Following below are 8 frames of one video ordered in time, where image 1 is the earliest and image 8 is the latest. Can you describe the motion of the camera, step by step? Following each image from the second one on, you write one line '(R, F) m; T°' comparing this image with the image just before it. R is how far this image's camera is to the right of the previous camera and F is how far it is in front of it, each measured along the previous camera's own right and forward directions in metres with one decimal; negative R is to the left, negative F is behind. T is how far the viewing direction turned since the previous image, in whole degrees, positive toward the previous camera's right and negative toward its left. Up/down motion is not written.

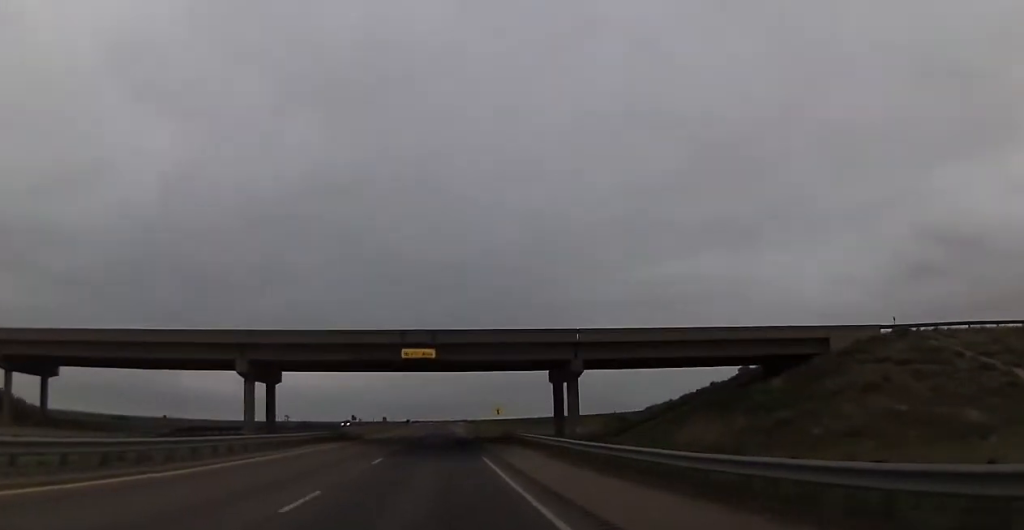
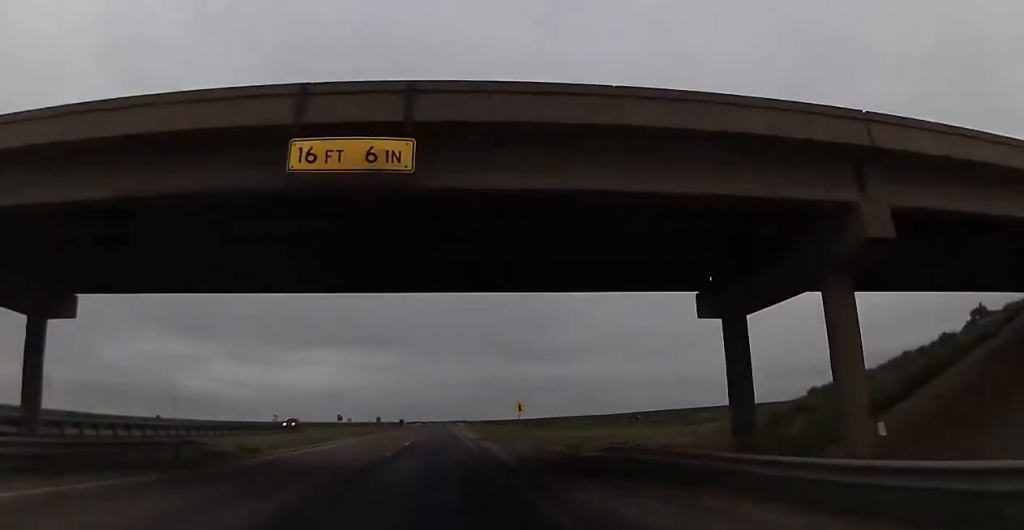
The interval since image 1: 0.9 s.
(+0.2, +31.8) m; 0°
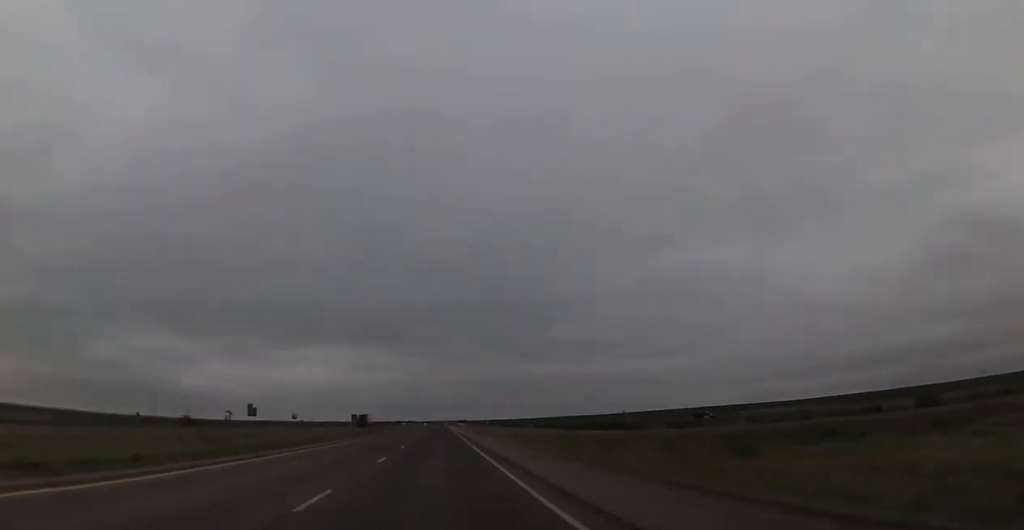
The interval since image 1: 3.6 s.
(+0.1, +101.2) m; 0°
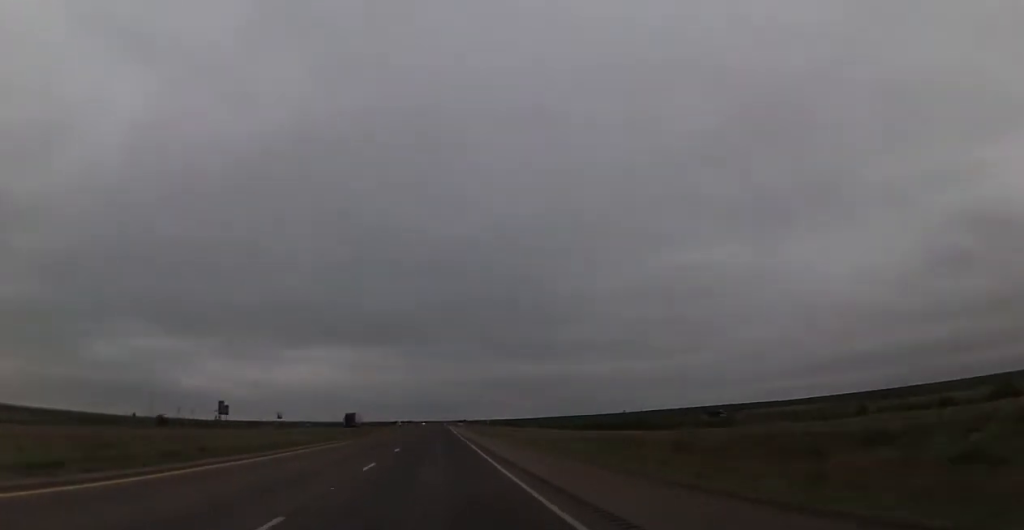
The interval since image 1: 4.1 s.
(-0.2, +15.8) m; 0°
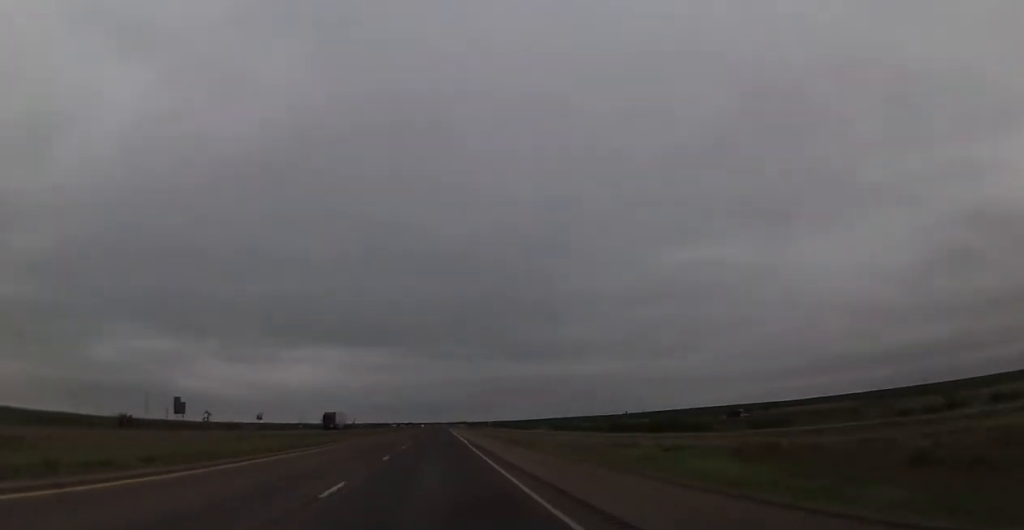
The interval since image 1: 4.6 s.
(-0.1, +18.3) m; 0°
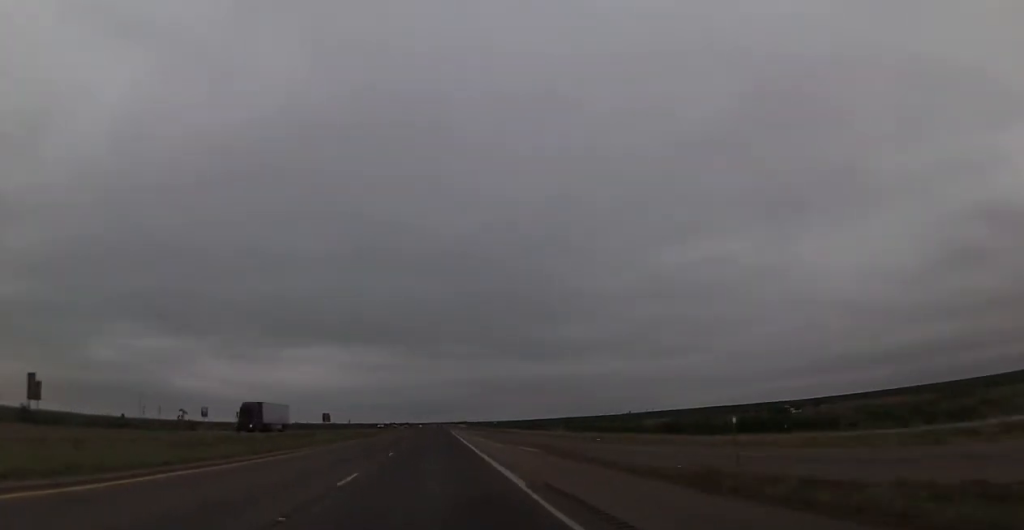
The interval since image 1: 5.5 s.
(+0.1, +34.0) m; +1°
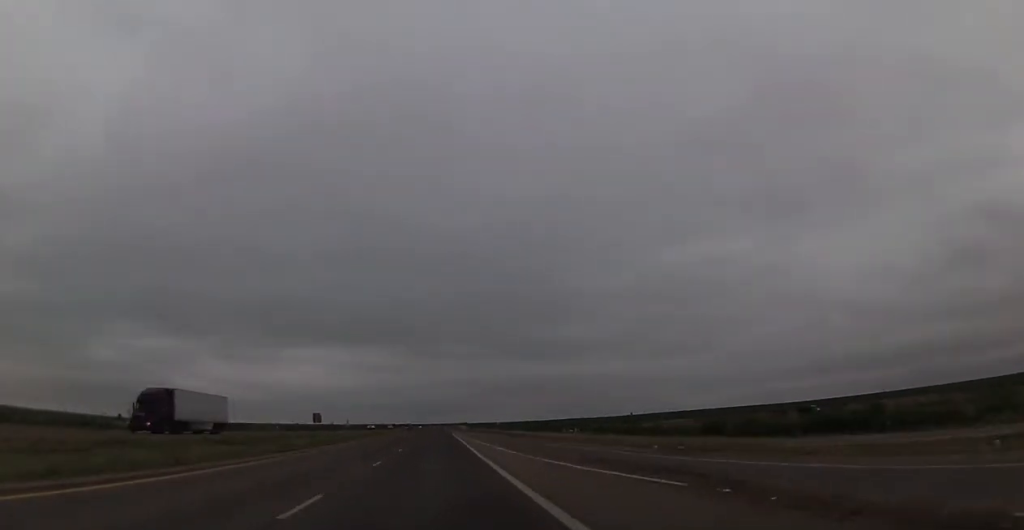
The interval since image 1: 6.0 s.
(+0.2, +17.0) m; 0°
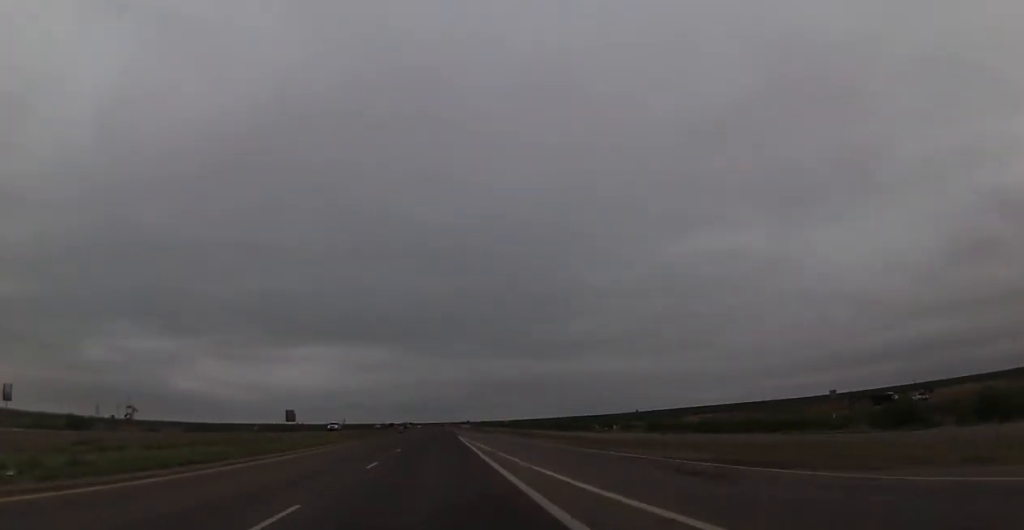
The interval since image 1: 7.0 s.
(+0.2, +37.7) m; 0°
